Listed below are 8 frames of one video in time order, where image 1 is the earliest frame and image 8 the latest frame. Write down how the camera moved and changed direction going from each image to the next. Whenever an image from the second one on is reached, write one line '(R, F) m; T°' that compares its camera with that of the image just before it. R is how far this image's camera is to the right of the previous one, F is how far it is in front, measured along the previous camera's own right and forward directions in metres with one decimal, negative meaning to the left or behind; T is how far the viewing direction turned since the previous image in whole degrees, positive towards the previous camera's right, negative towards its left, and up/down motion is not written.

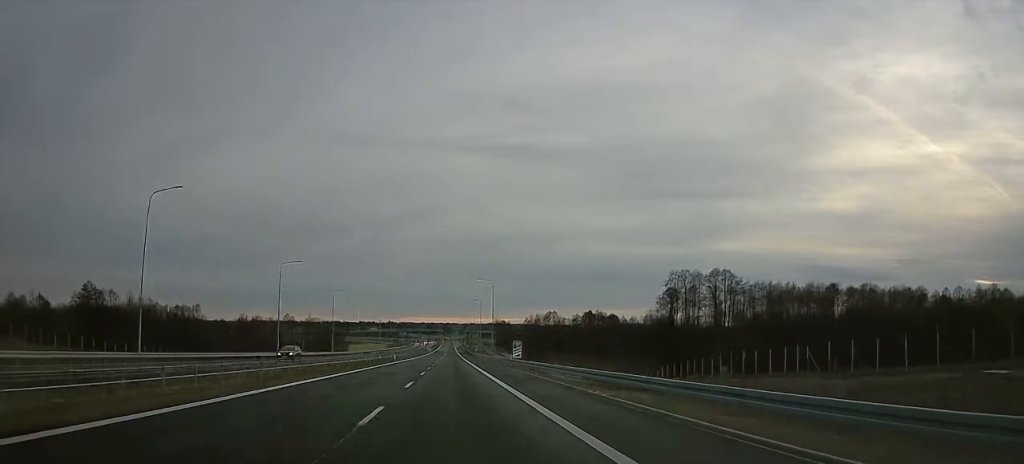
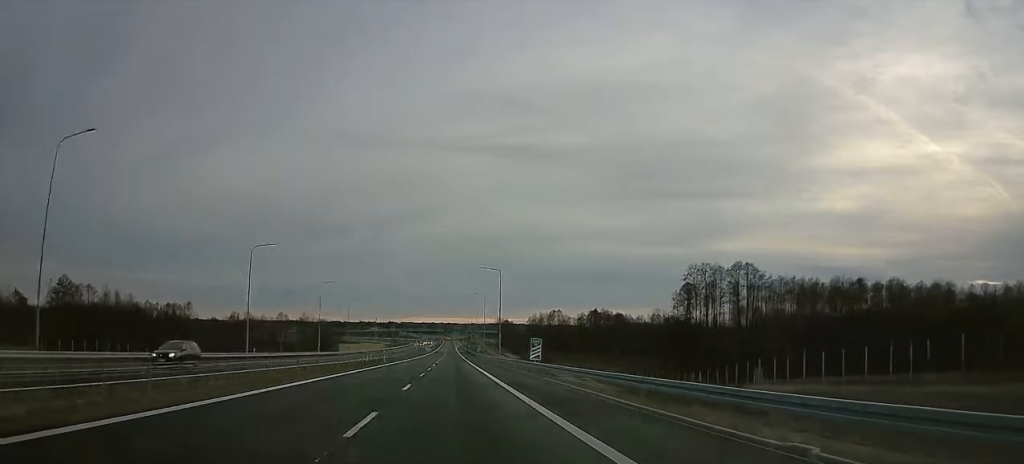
(-0.3, +13.5) m; -1°
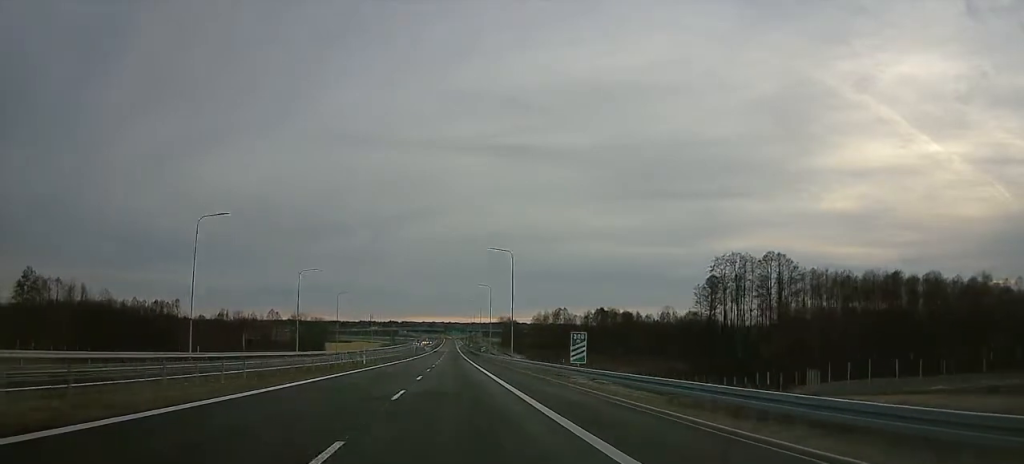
(-0.3, +16.7) m; -1°
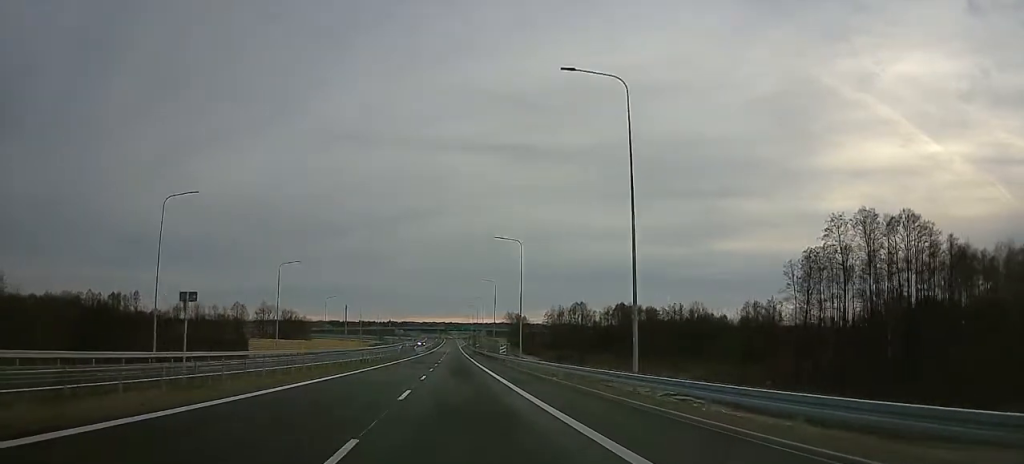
(-0.1, +48.5) m; 0°
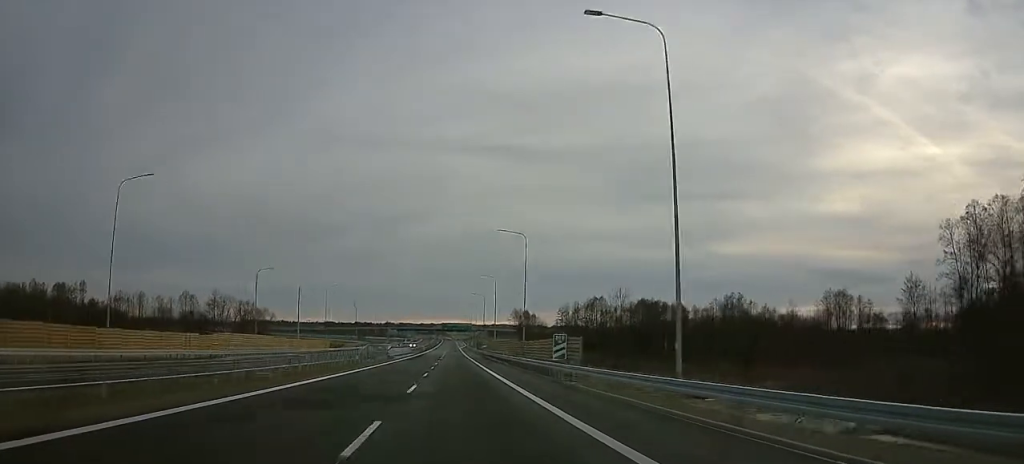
(0.0, +46.5) m; 0°
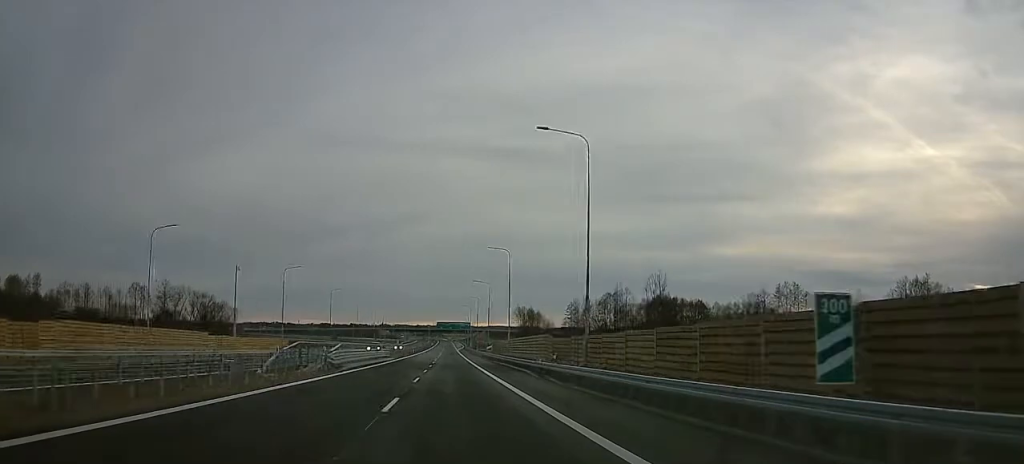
(0.0, +30.2) m; 0°
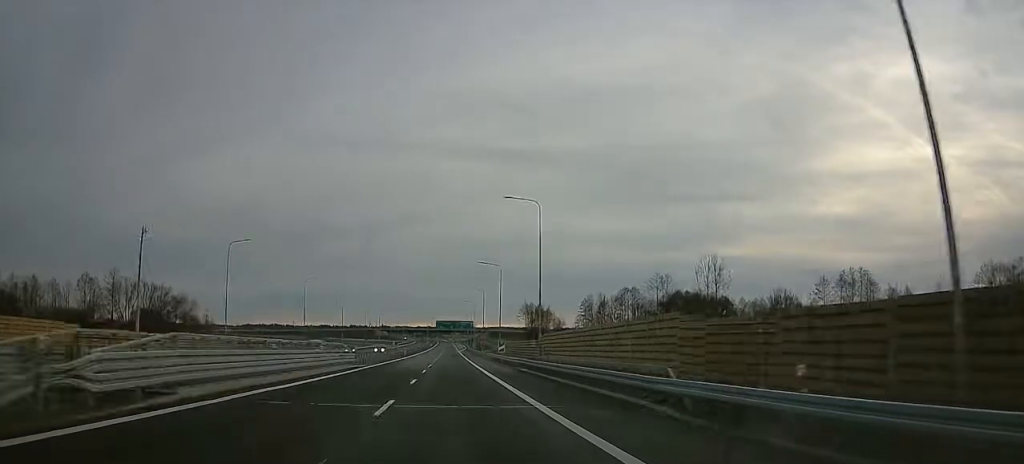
(0.0, +24.8) m; +1°
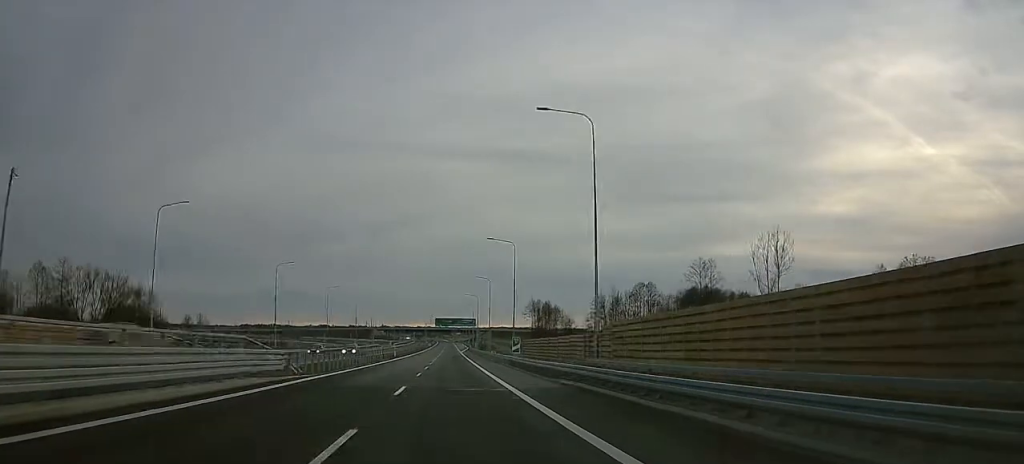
(+0.2, +18.6) m; +1°
